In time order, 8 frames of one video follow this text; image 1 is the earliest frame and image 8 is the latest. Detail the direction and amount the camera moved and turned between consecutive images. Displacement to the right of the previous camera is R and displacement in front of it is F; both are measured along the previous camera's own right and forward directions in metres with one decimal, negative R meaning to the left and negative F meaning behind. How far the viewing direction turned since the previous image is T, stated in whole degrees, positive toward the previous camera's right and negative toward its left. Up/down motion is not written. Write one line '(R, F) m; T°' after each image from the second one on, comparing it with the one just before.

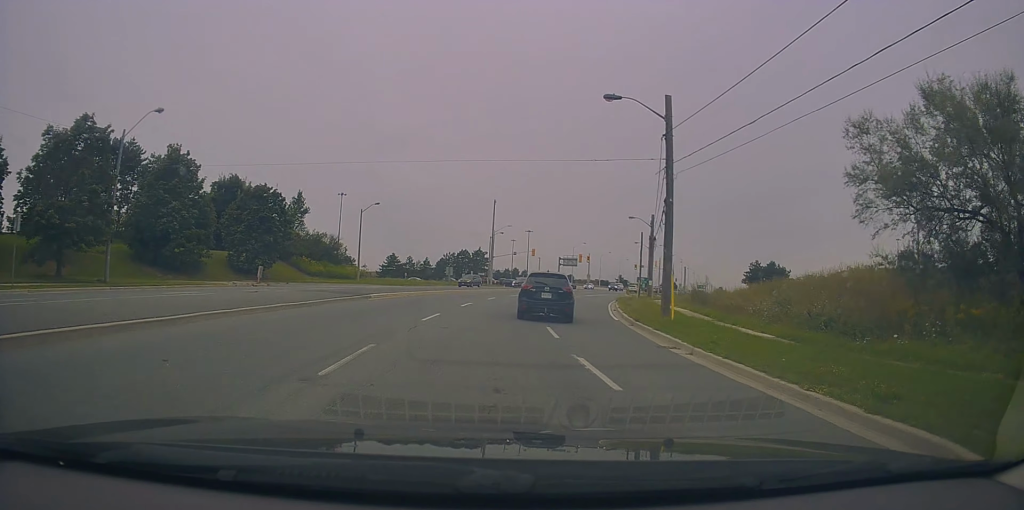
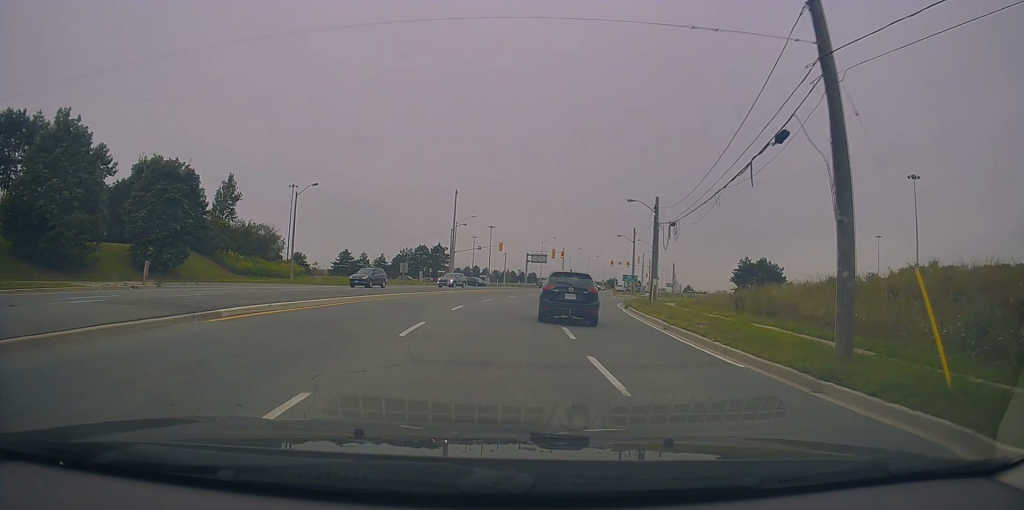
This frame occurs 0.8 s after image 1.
(+0.5, +12.9) m; +6°
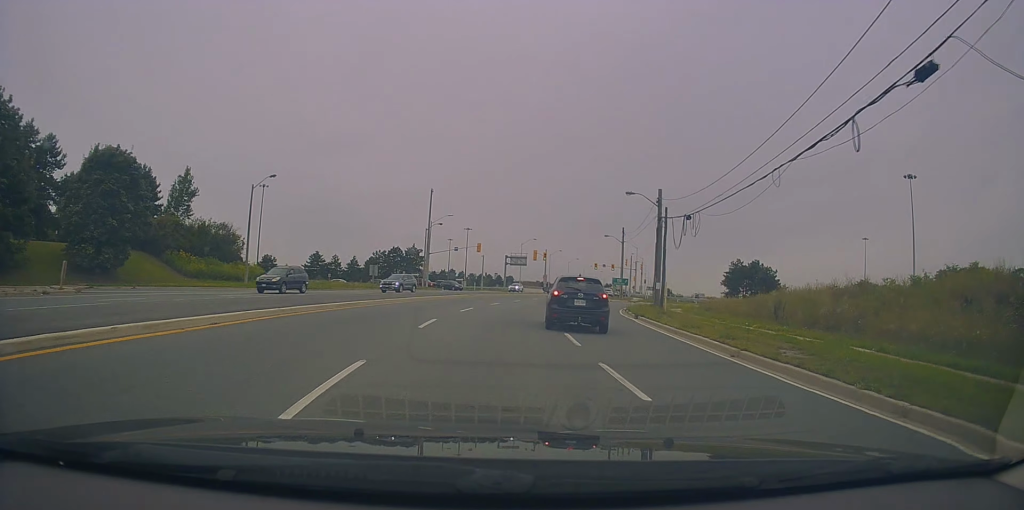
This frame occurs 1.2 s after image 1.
(+0.3, +6.5) m; +3°
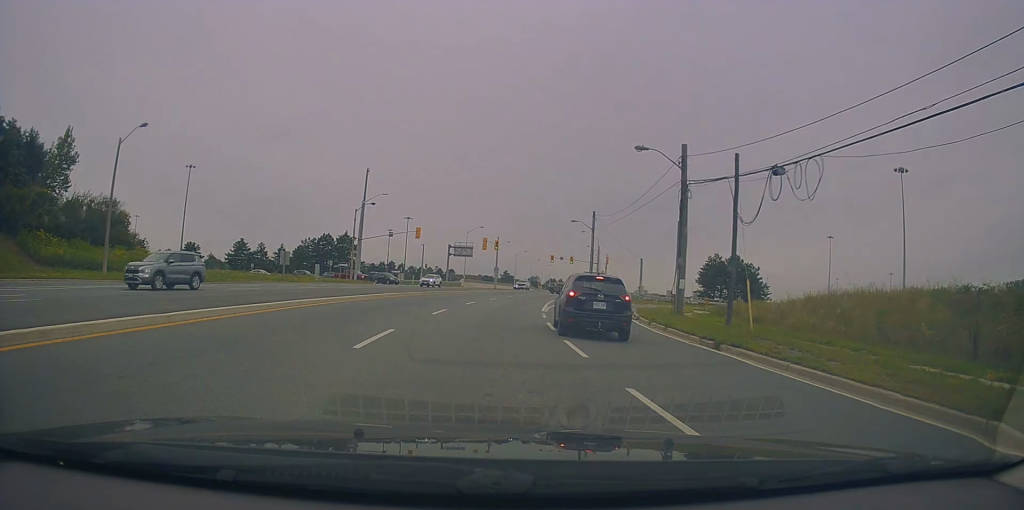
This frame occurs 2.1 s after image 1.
(+1.0, +14.7) m; +7°
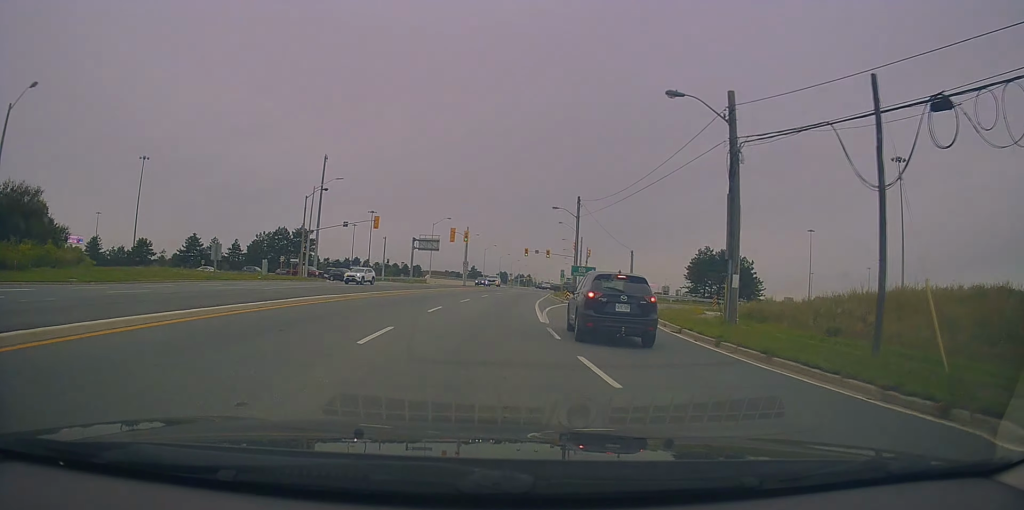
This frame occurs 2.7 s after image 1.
(+0.4, +9.2) m; +3°
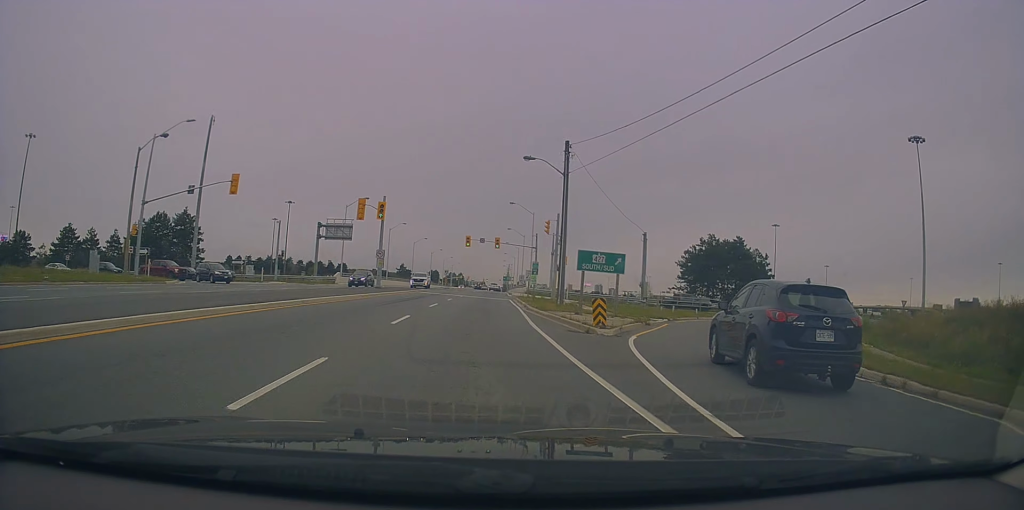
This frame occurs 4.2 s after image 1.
(+1.4, +24.7) m; +7°
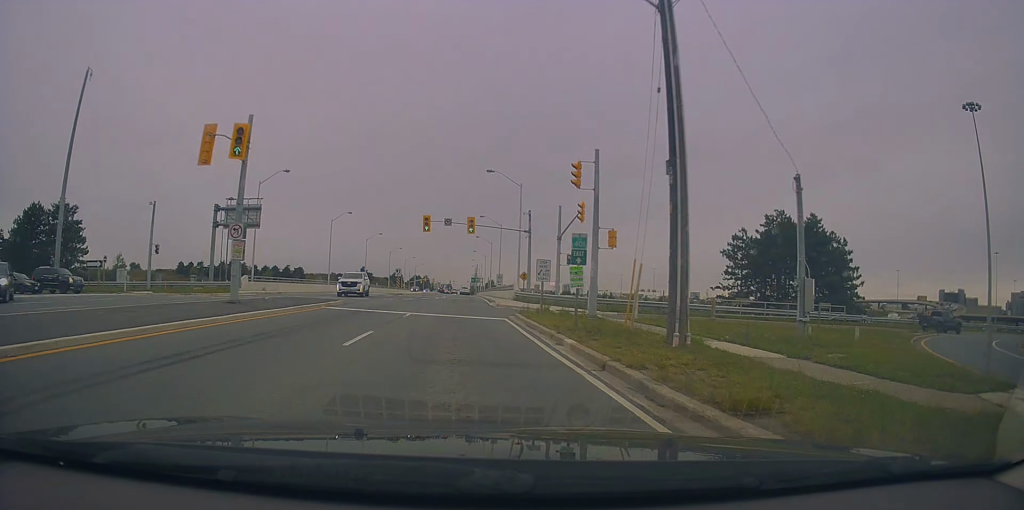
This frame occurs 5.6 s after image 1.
(+1.4, +22.9) m; +4°
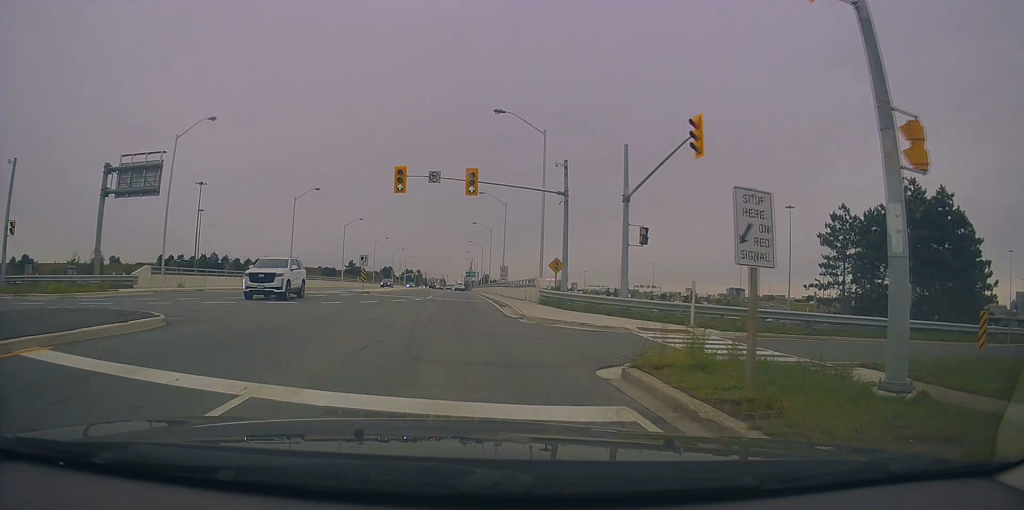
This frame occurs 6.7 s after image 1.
(-0.1, +17.0) m; +1°
